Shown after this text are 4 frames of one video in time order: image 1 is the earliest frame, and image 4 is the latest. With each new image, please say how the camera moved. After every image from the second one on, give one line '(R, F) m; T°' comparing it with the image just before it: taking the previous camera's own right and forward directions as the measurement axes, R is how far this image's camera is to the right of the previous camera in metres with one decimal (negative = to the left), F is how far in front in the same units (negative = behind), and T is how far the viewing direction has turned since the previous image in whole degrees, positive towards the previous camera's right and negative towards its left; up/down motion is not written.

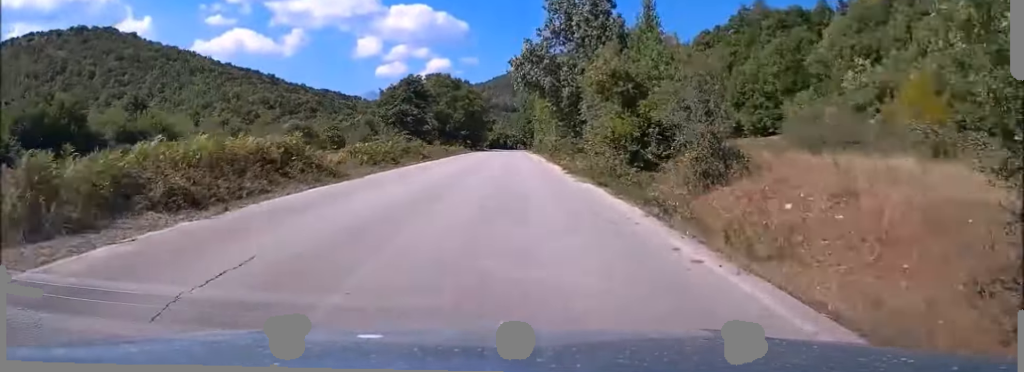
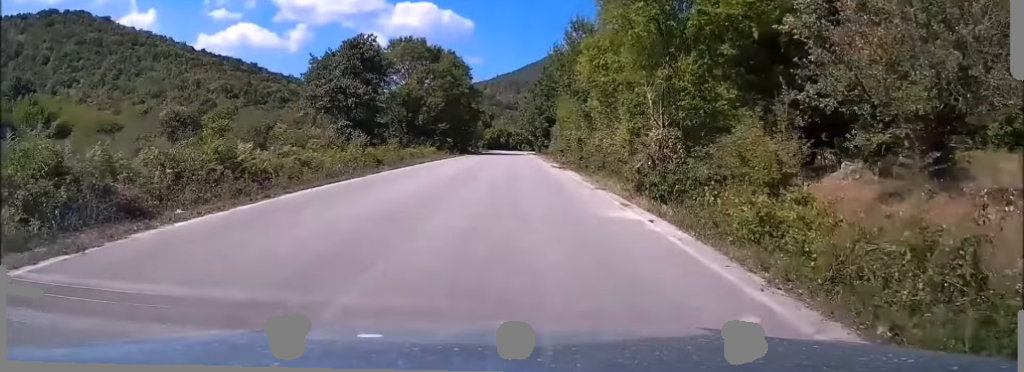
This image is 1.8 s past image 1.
(-0.1, +40.1) m; 0°
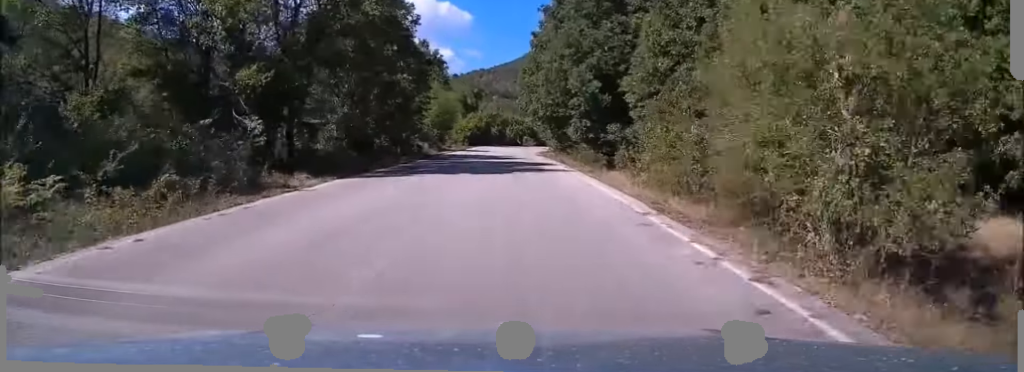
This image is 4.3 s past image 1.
(+0.9, +56.0) m; +2°
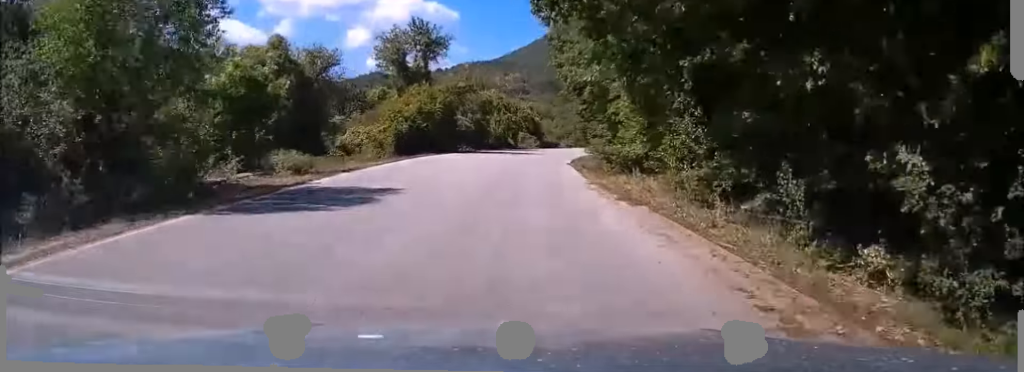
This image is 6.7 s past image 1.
(-0.1, +54.7) m; +1°
